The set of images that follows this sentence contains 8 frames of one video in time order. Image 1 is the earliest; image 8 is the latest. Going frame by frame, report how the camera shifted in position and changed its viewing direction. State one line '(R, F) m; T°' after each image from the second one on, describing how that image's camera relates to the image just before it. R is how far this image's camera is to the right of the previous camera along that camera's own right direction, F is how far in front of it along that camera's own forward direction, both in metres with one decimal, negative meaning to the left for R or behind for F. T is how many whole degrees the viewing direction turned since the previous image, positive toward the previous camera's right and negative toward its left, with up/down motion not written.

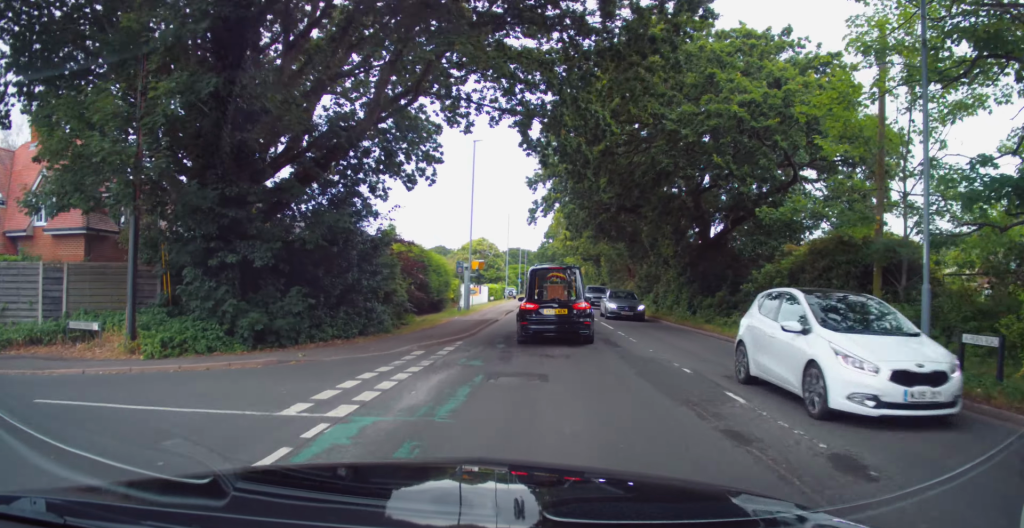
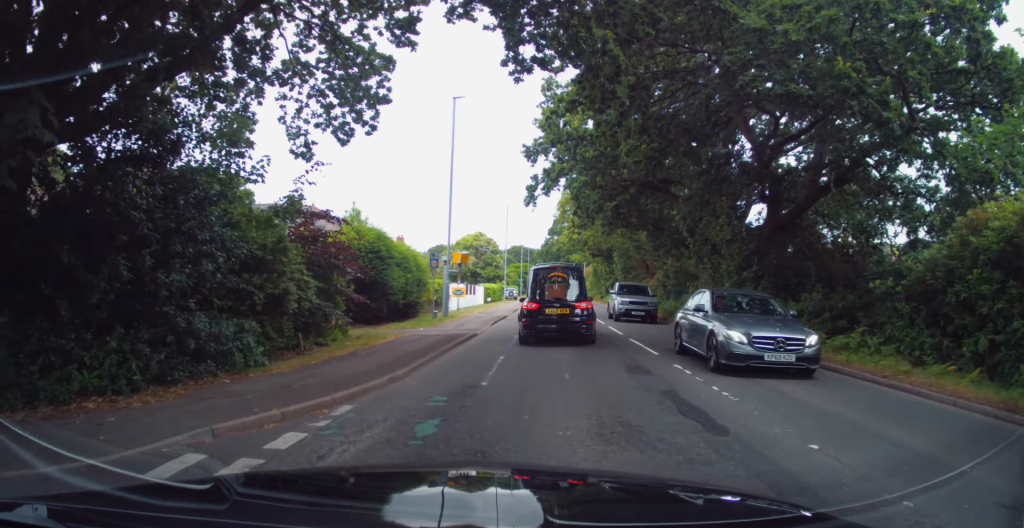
(-0.4, +8.7) m; -2°
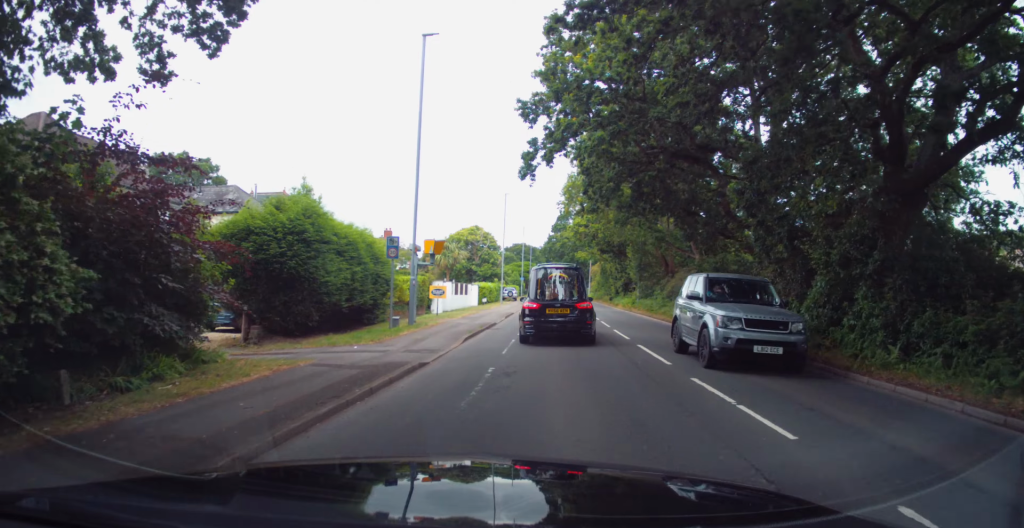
(+0.1, +7.5) m; +1°
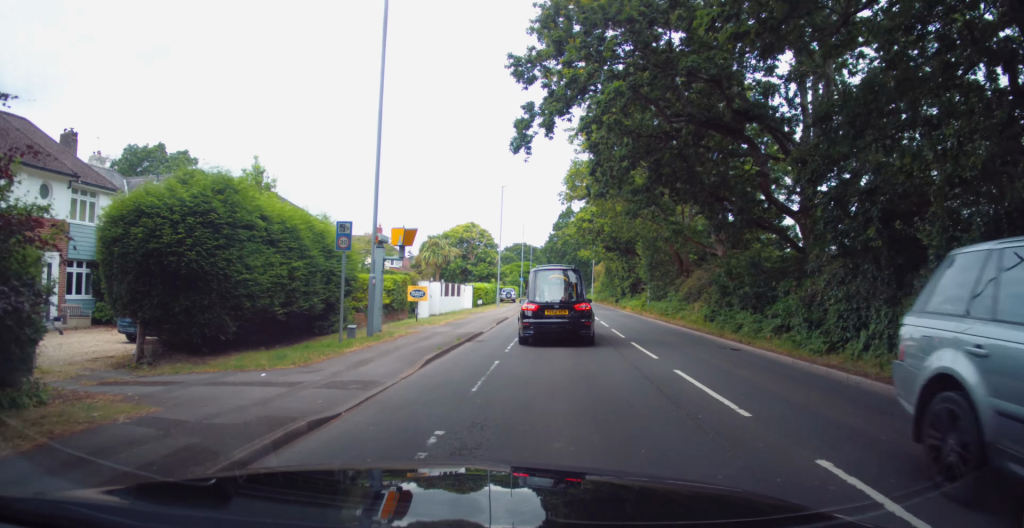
(+0.2, +4.7) m; +1°
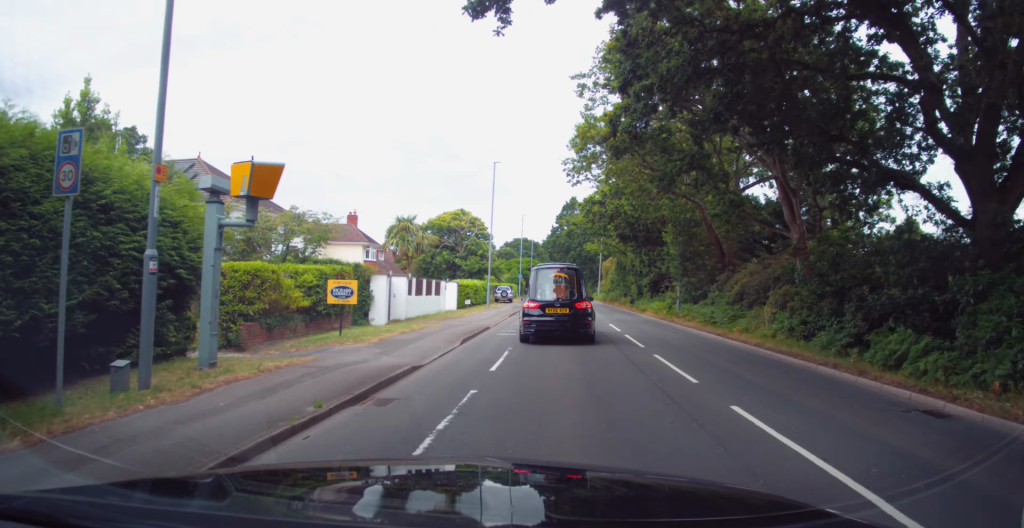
(-0.3, +9.5) m; -1°
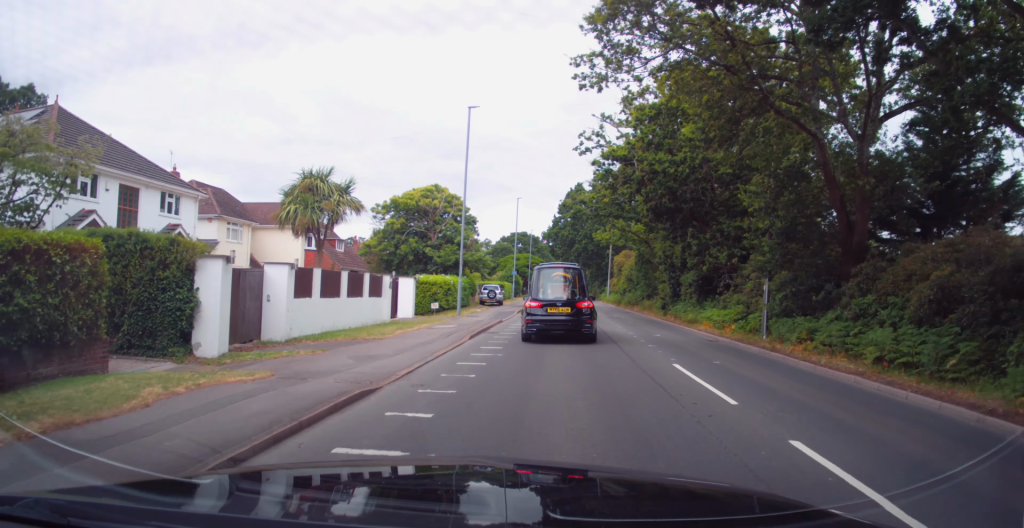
(+0.3, +13.9) m; -1°
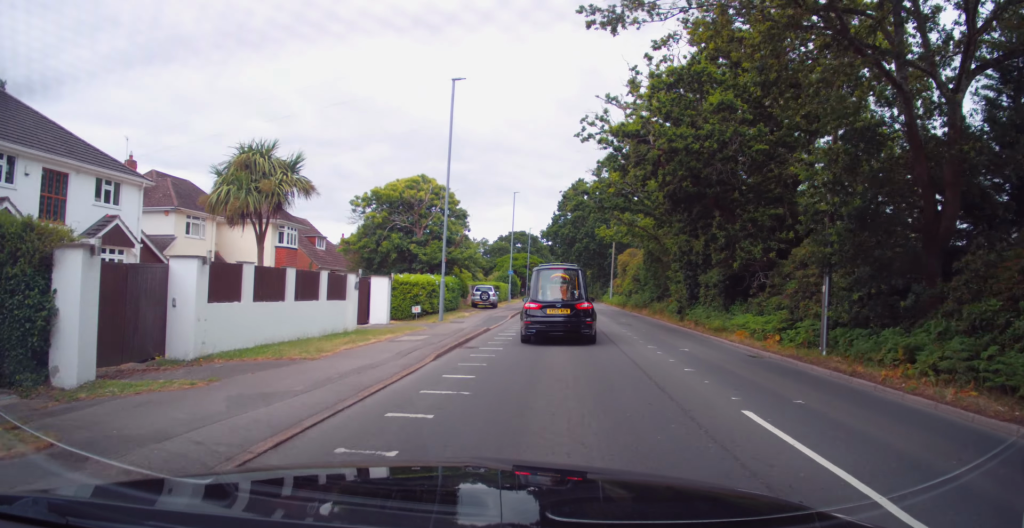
(-0.2, +4.4) m; 0°
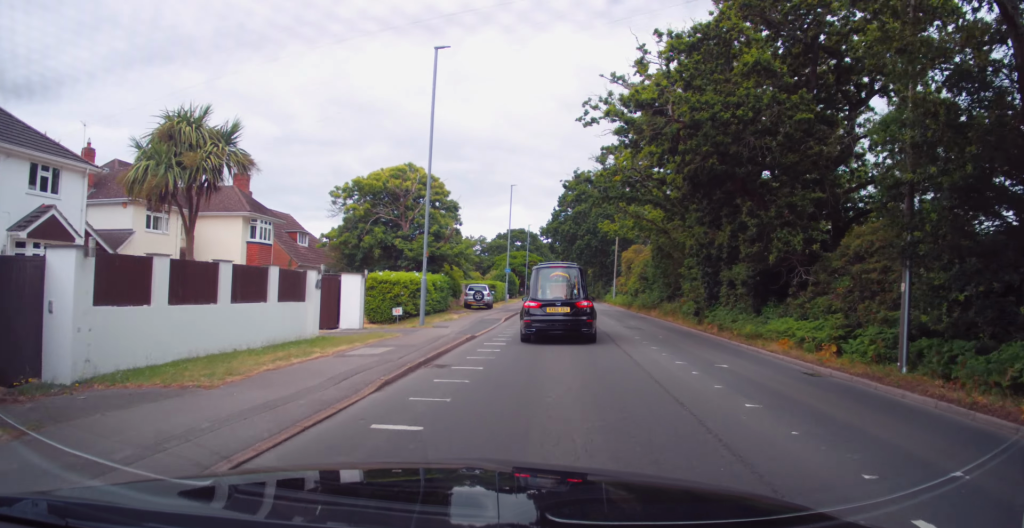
(-0.2, +3.6) m; 0°
